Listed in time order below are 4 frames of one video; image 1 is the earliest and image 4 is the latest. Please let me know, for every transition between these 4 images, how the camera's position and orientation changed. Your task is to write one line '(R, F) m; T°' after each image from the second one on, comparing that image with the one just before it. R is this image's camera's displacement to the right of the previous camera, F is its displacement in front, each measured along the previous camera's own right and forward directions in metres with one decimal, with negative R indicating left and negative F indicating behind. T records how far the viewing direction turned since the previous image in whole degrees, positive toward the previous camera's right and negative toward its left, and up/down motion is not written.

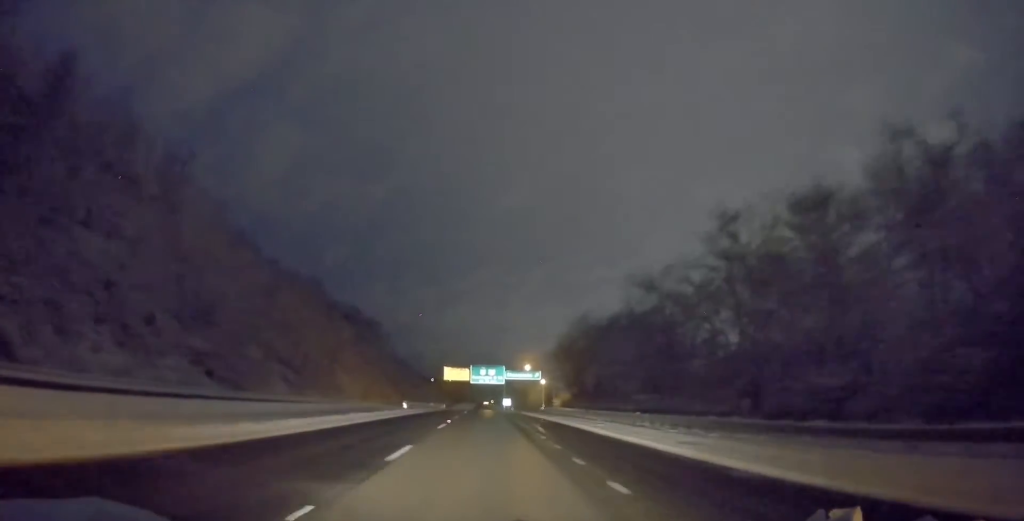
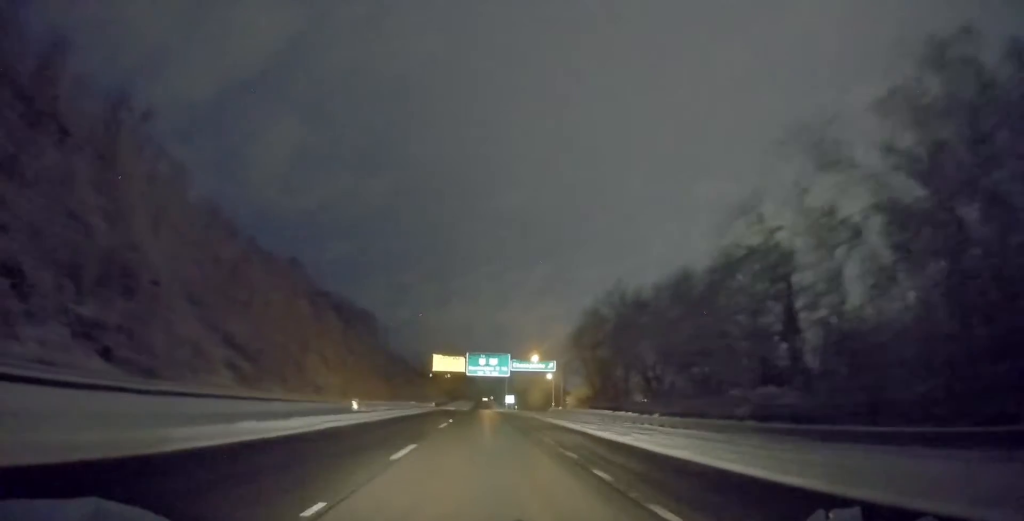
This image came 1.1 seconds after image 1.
(0.0, +24.1) m; +1°
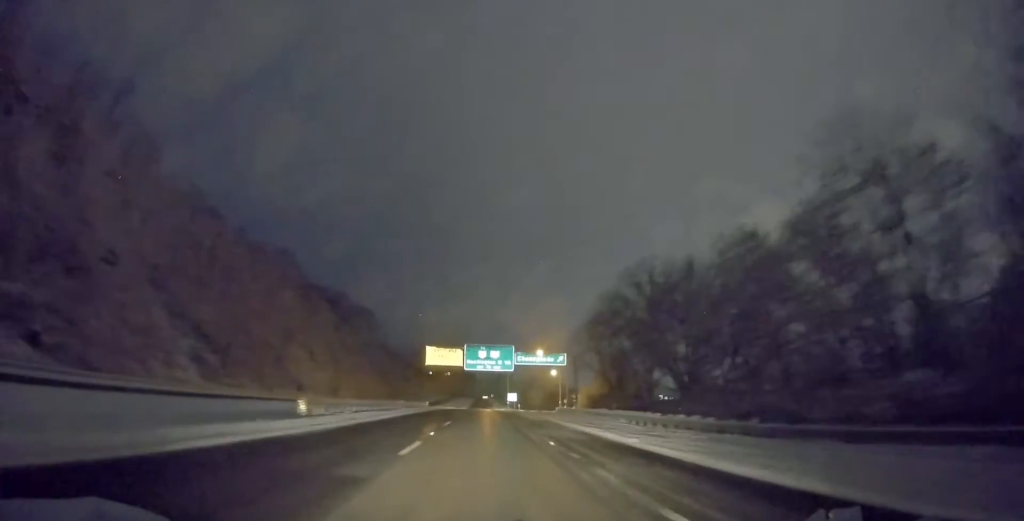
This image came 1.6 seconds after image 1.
(+0.3, +11.3) m; 0°
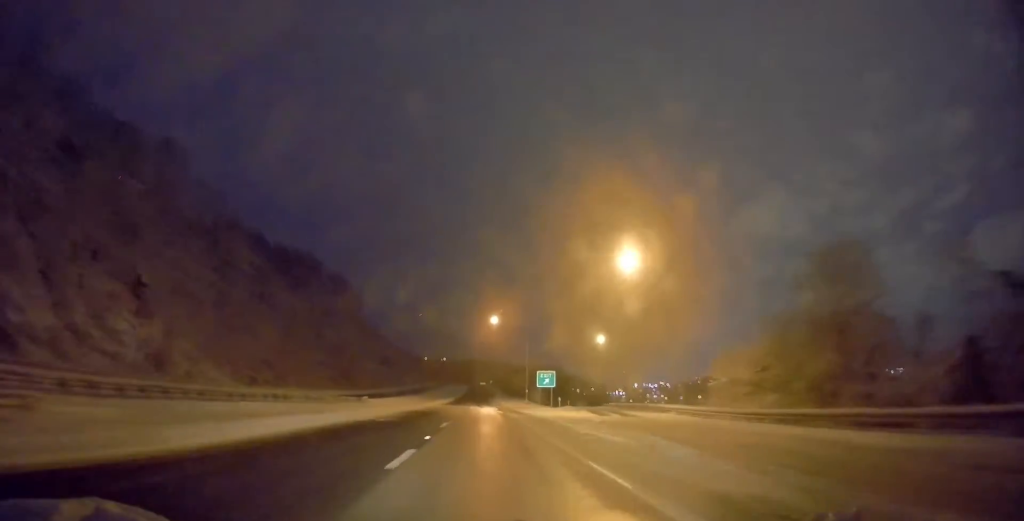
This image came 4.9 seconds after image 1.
(-0.2, +75.2) m; 0°
